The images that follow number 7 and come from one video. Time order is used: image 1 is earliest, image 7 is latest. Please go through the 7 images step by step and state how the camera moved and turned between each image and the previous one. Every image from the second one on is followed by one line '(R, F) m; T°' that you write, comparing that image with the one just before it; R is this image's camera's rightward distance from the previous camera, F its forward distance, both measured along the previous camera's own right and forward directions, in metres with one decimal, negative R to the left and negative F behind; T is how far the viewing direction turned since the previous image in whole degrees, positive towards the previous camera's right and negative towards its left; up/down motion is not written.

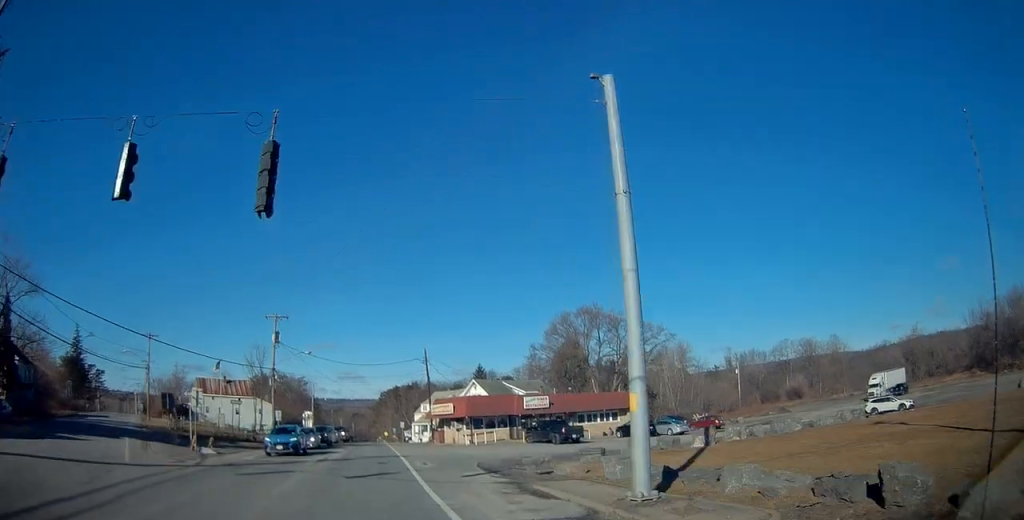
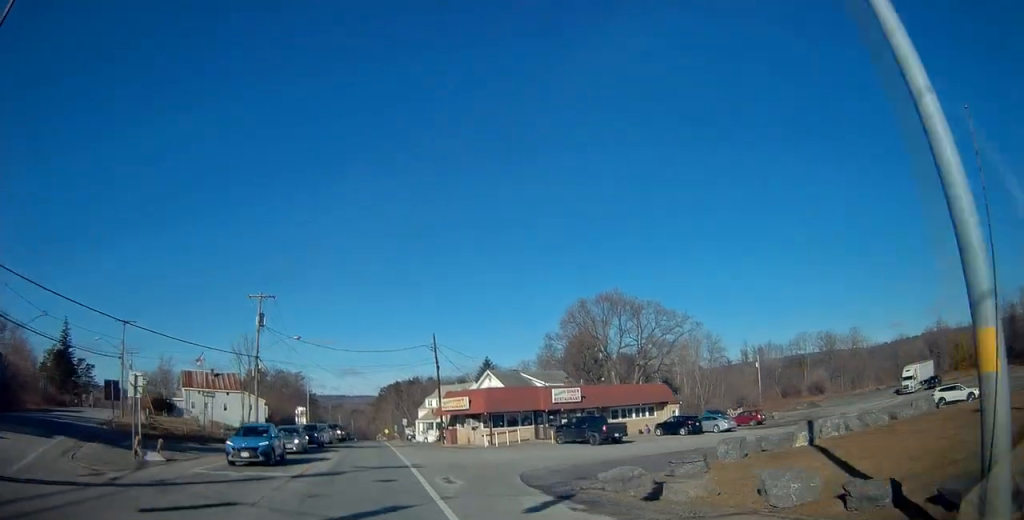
(-0.3, +7.2) m; 0°
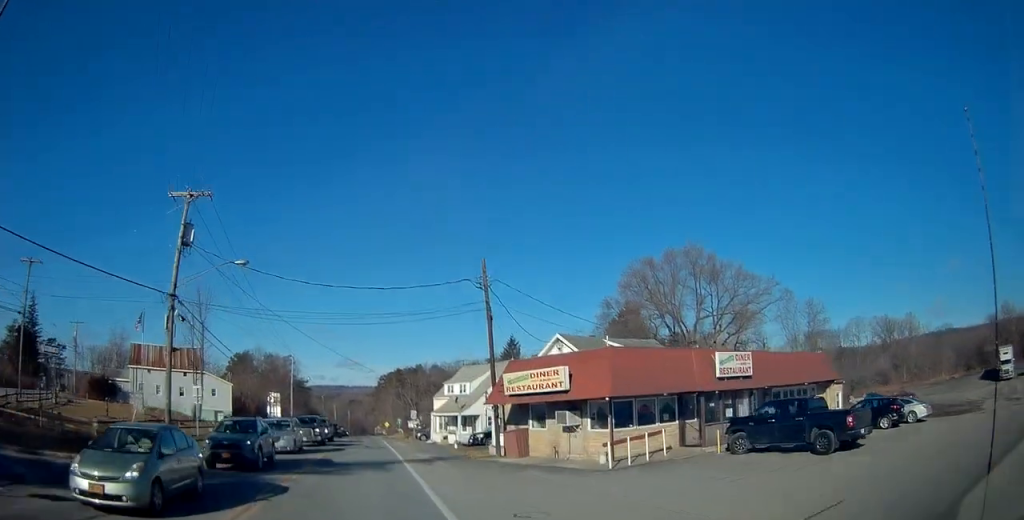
(0.0, +19.1) m; -1°
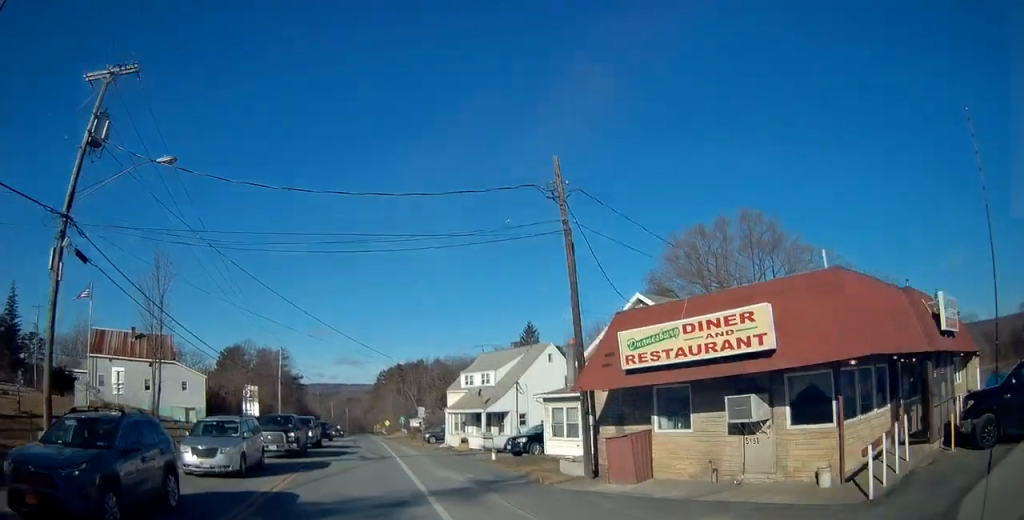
(0.0, +10.2) m; 0°
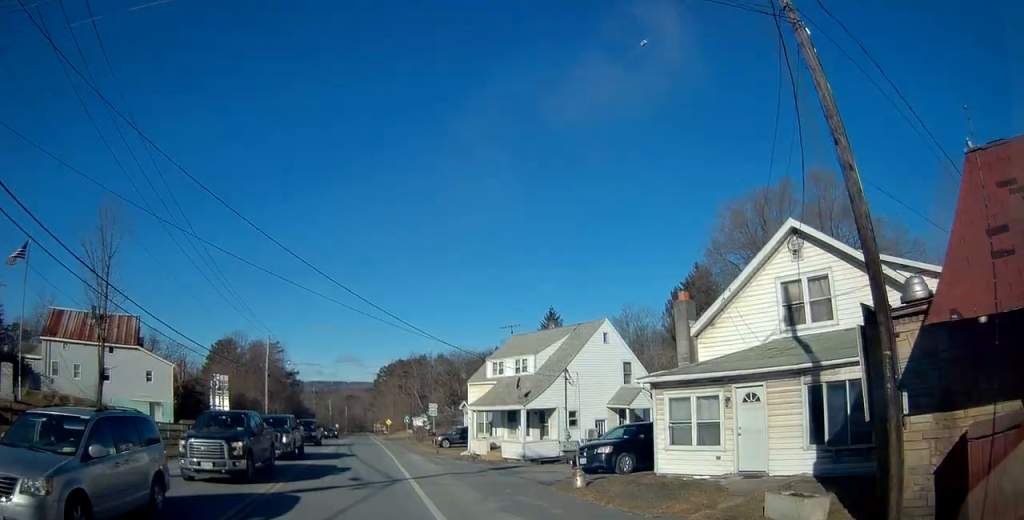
(+0.1, +9.4) m; +1°
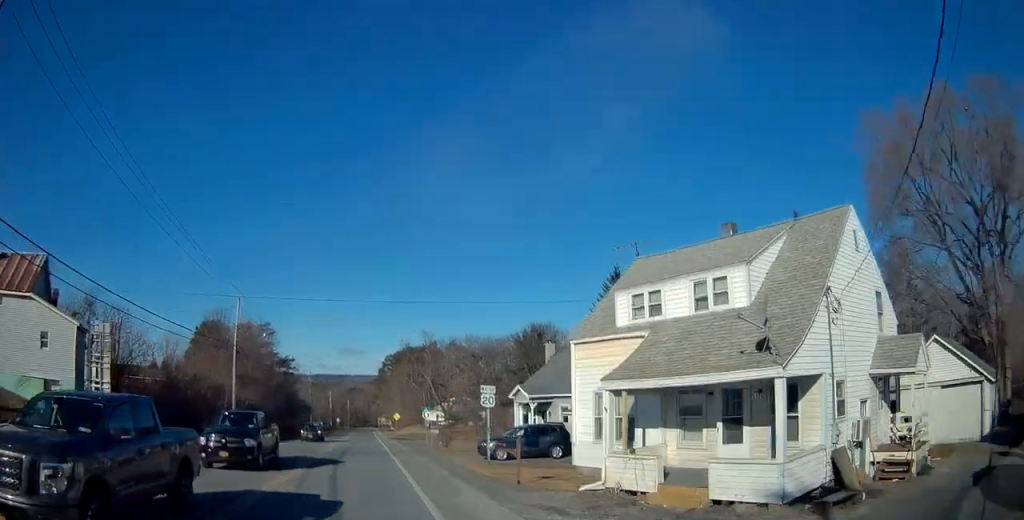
(0.0, +17.6) m; 0°
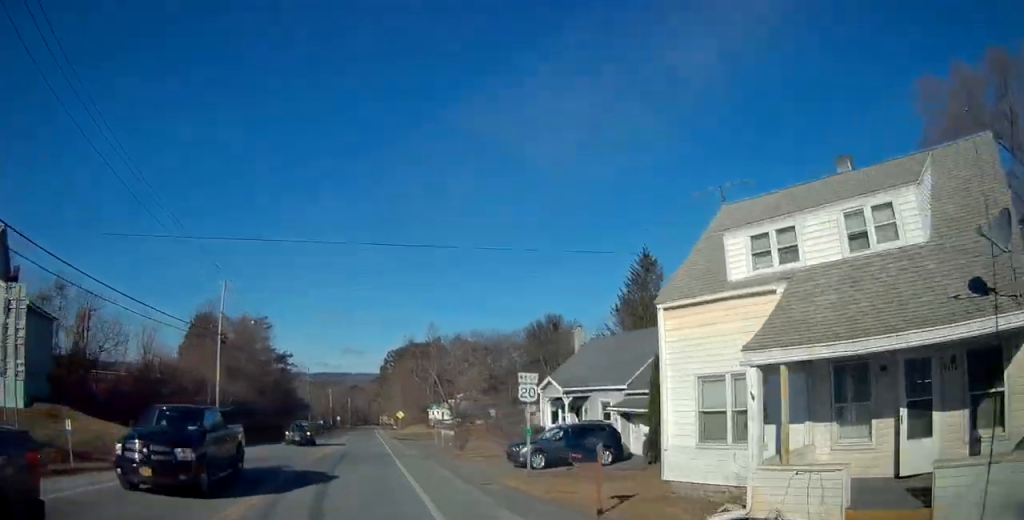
(0.0, +5.5) m; 0°
